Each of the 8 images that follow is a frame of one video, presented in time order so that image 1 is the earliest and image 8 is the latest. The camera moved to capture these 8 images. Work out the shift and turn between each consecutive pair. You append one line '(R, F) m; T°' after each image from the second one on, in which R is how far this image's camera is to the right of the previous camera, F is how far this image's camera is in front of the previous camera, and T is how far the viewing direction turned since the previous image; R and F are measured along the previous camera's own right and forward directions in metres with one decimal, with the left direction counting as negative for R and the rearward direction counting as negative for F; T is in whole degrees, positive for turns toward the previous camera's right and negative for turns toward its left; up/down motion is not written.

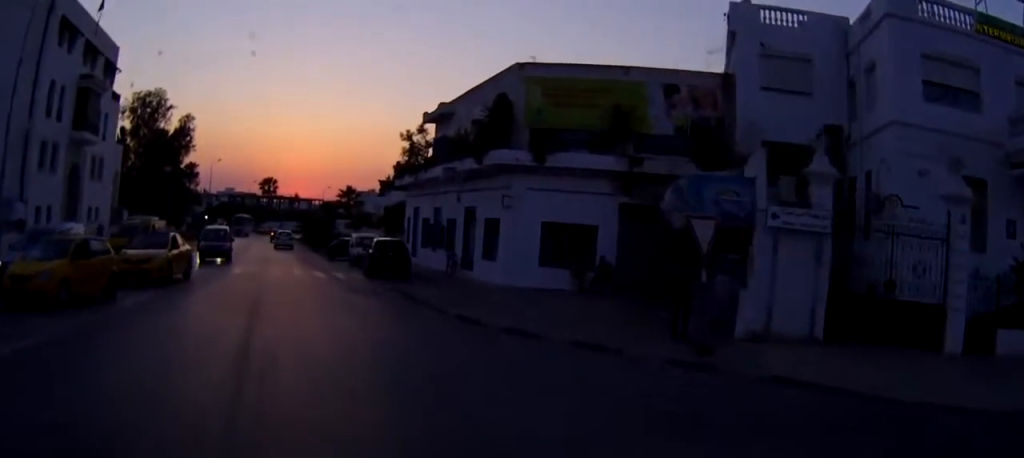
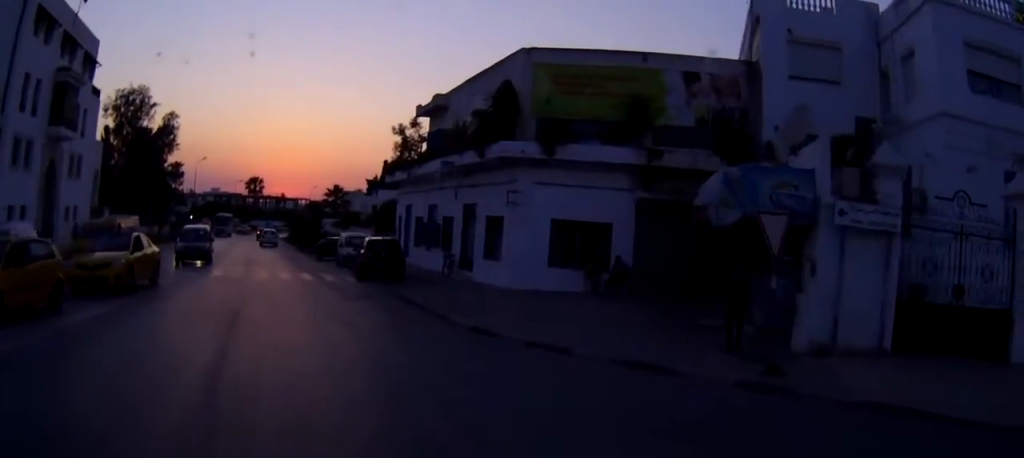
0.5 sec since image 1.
(0.0, +2.5) m; -1°
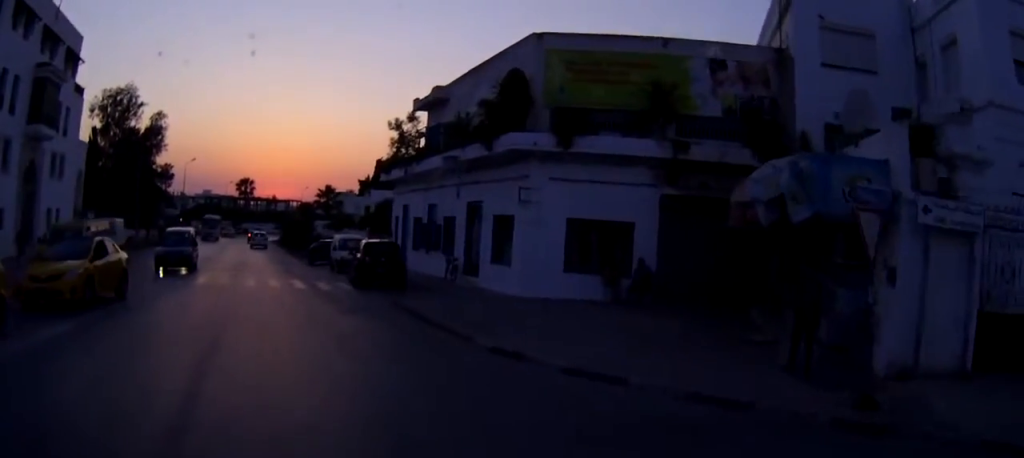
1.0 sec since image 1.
(0.0, +2.3) m; 0°
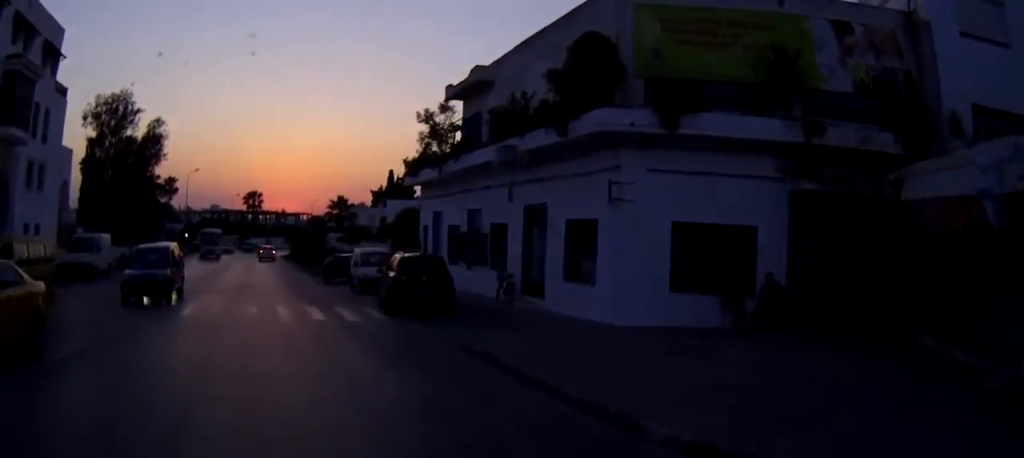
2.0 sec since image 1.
(0.0, +5.7) m; -2°
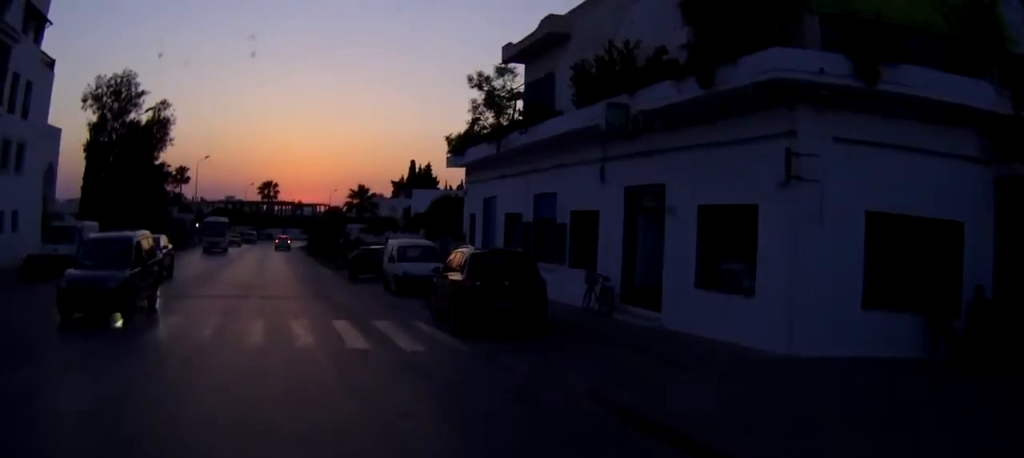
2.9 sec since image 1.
(-0.2, +5.7) m; -1°
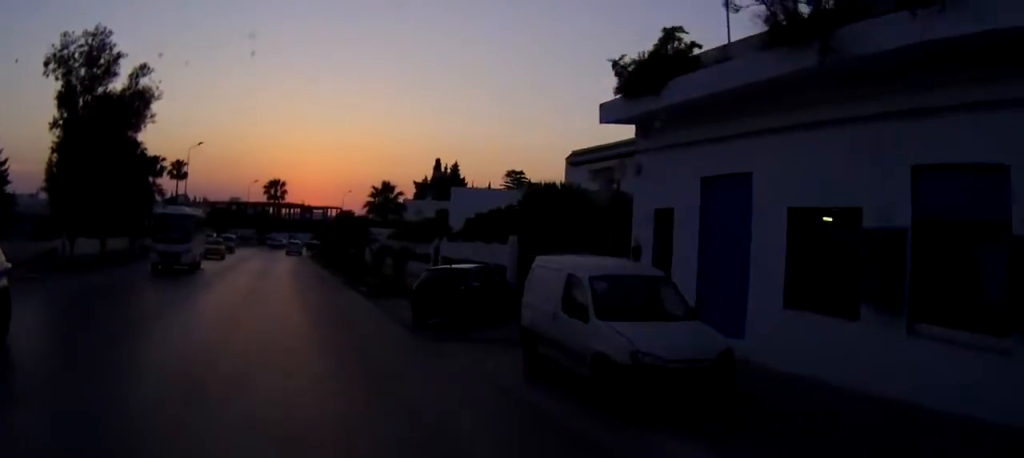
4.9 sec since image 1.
(+0.2, +14.8) m; +1°
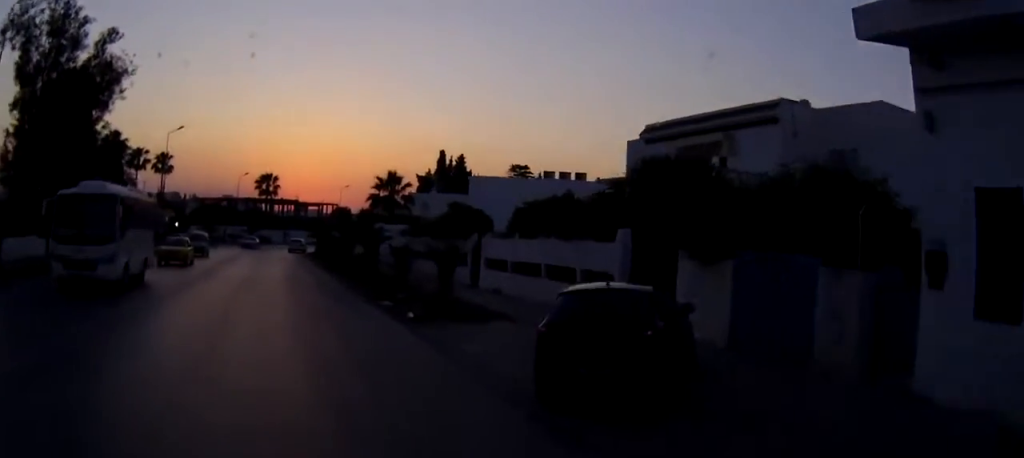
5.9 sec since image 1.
(0.0, +9.1) m; 0°
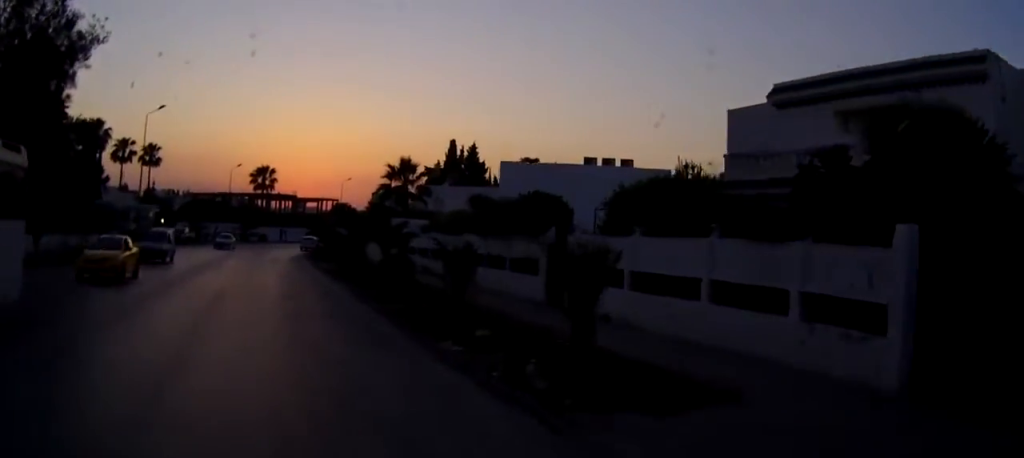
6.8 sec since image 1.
(0.0, +9.0) m; 0°
